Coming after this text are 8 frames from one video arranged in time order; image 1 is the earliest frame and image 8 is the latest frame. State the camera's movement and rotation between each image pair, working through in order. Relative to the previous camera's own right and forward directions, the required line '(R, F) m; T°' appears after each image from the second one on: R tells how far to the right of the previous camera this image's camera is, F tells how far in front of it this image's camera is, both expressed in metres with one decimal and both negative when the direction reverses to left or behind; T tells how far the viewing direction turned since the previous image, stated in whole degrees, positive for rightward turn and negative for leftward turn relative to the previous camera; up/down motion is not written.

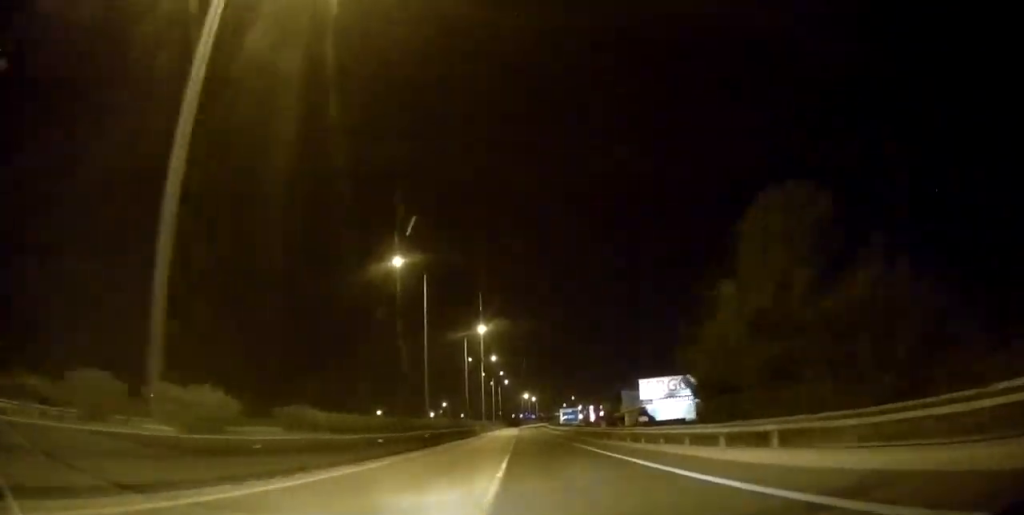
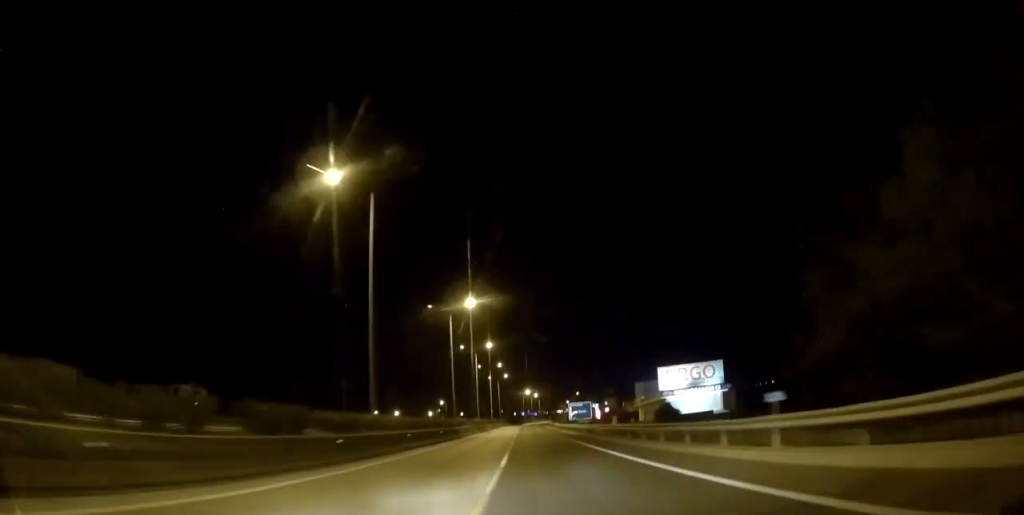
(+0.3, +16.1) m; 0°
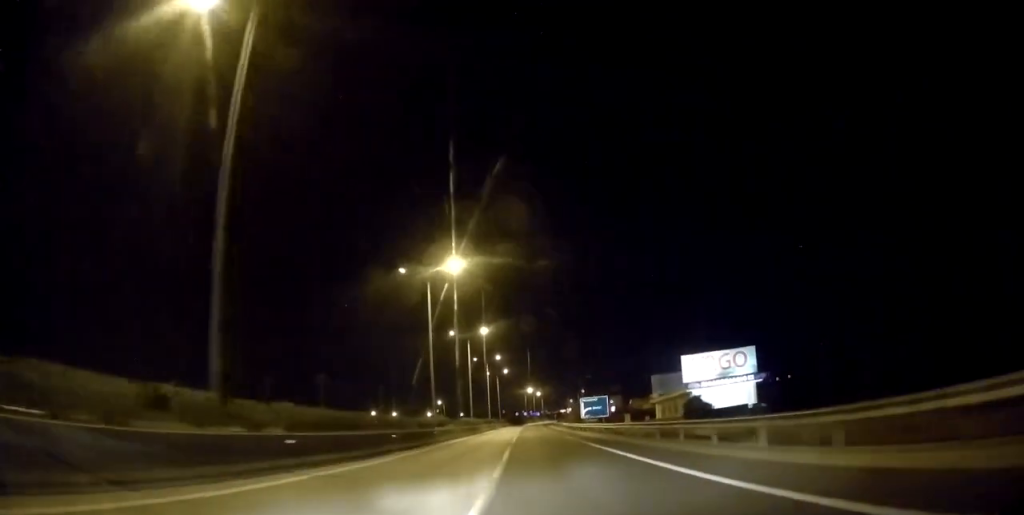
(+0.1, +15.1) m; 0°
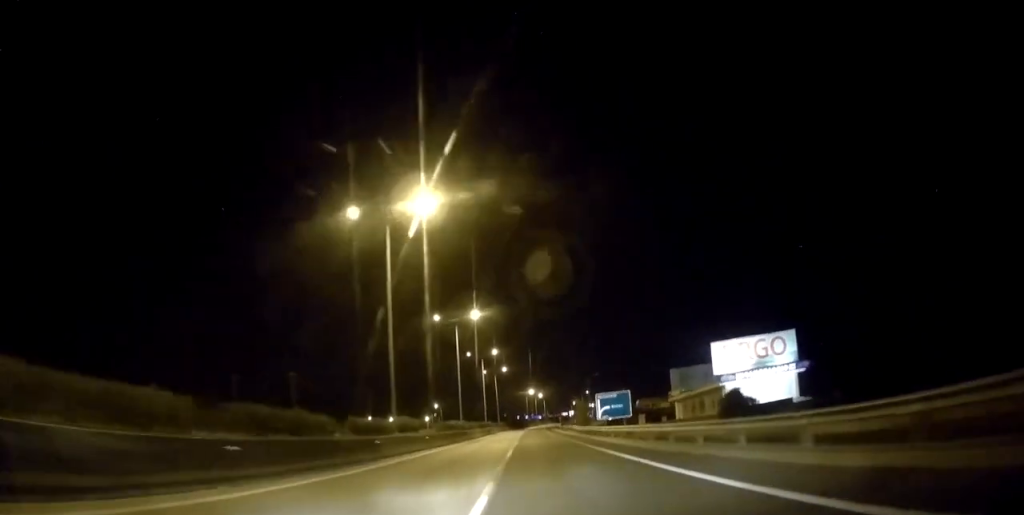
(-0.3, +14.4) m; 0°
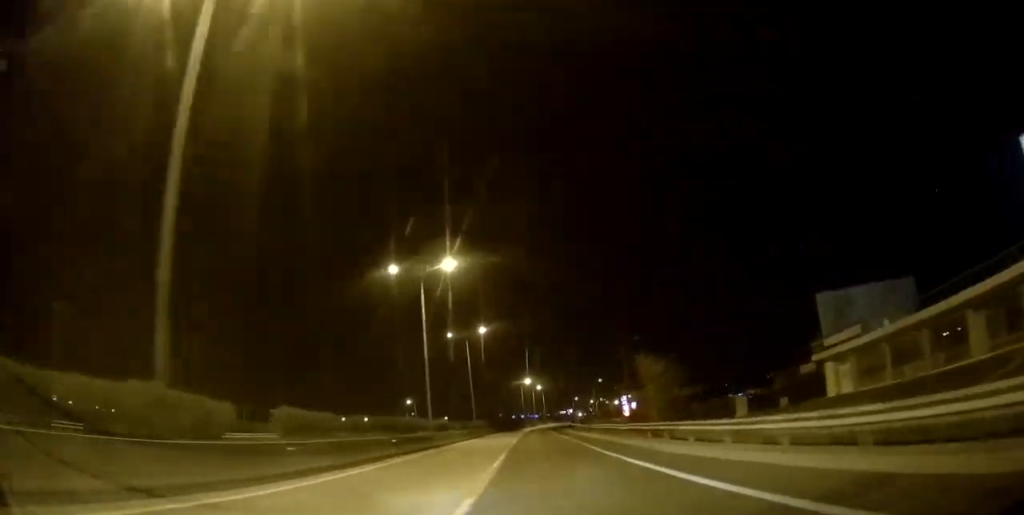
(+0.2, +54.9) m; +1°
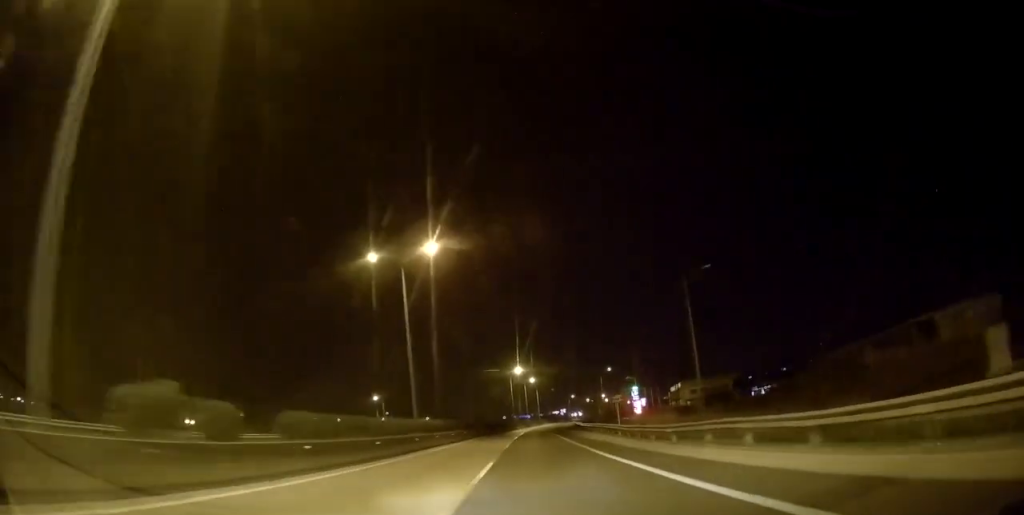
(0.0, +37.2) m; +1°
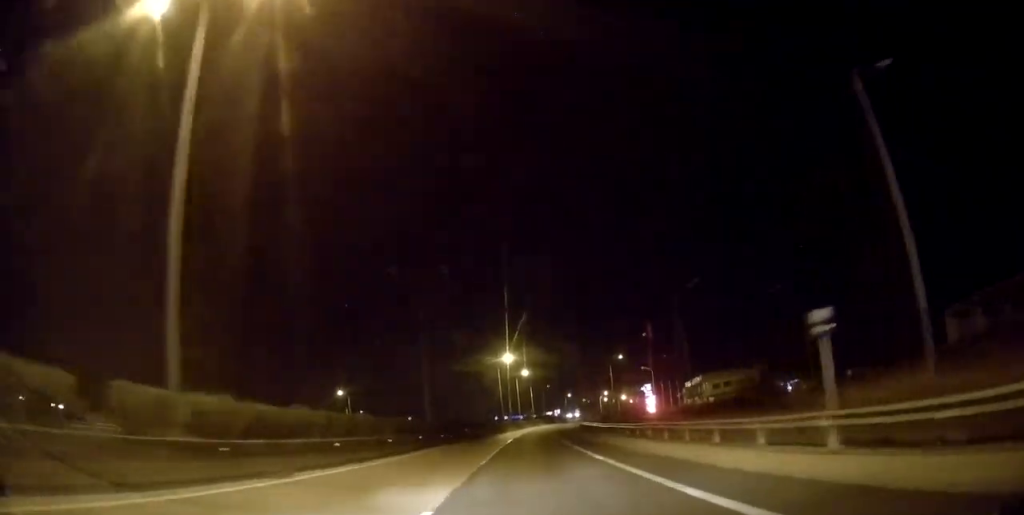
(+0.3, +29.1) m; +1°
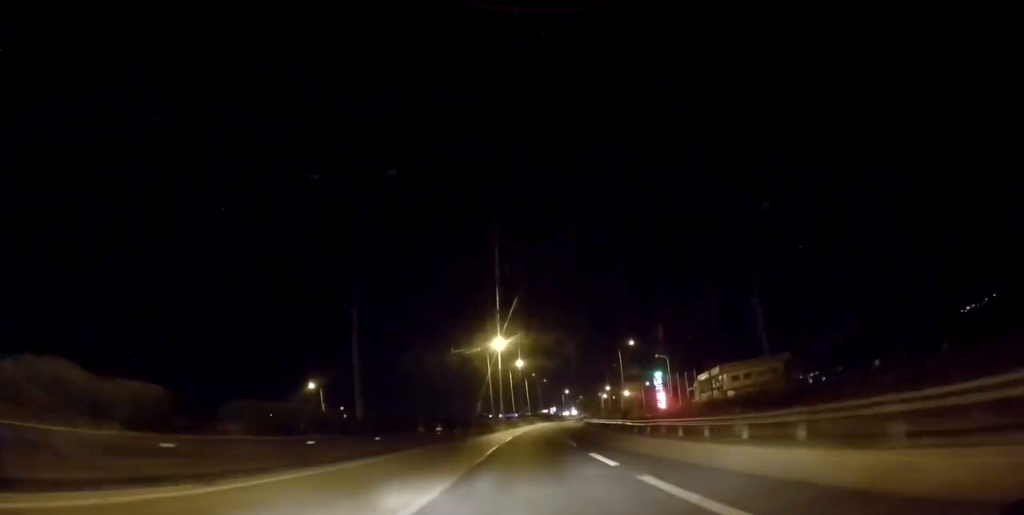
(+0.2, +17.9) m; +1°
